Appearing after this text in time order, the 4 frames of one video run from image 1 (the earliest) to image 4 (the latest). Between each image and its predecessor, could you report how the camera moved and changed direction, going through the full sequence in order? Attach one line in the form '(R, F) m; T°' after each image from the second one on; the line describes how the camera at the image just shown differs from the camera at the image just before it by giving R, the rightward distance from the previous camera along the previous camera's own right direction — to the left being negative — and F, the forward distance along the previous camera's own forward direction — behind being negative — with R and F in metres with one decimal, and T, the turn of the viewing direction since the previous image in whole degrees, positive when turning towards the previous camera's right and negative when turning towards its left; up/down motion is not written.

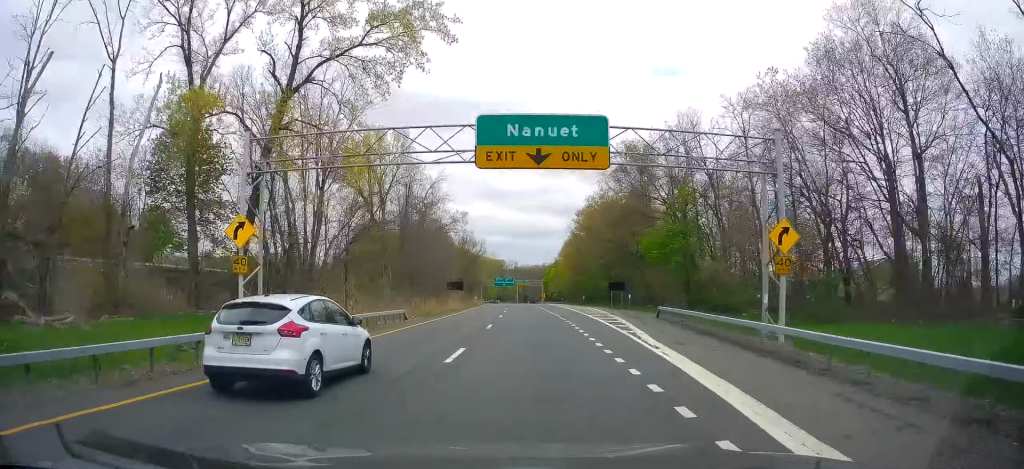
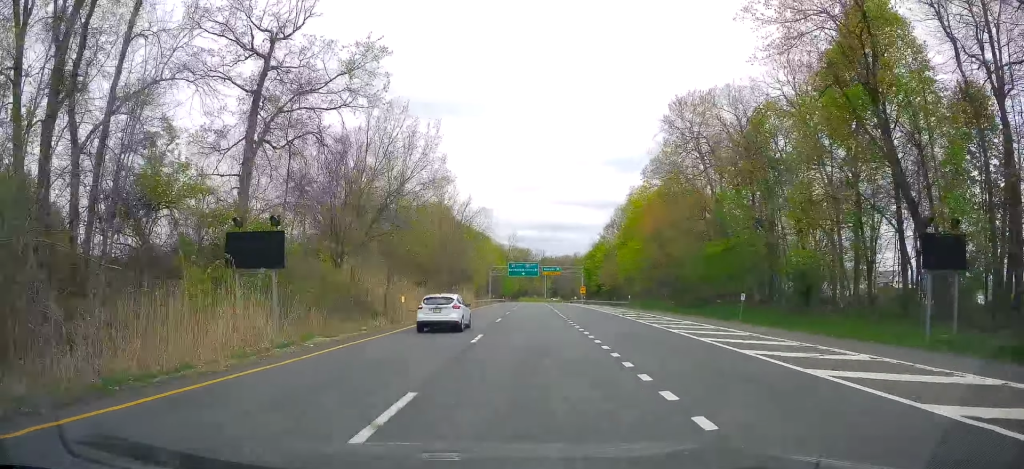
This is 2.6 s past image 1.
(-1.9, +68.6) m; -2°
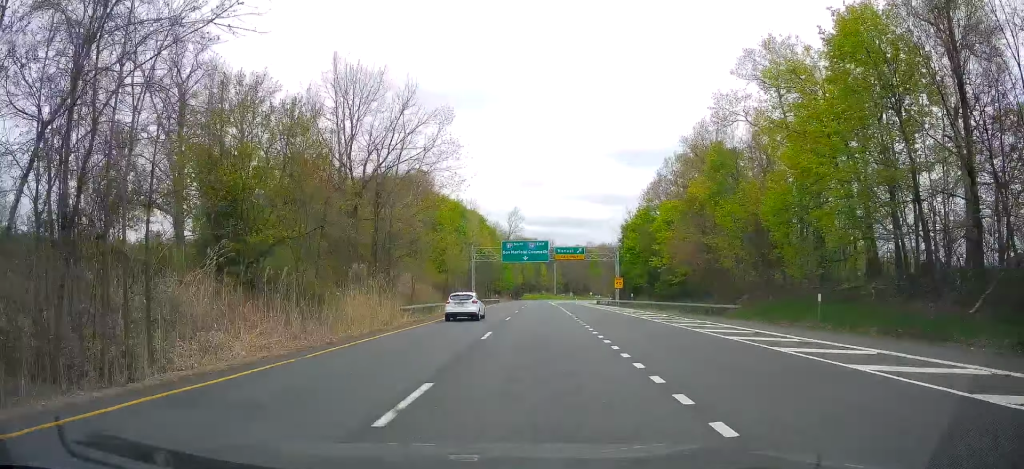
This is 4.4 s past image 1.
(-1.0, +48.3) m; -2°
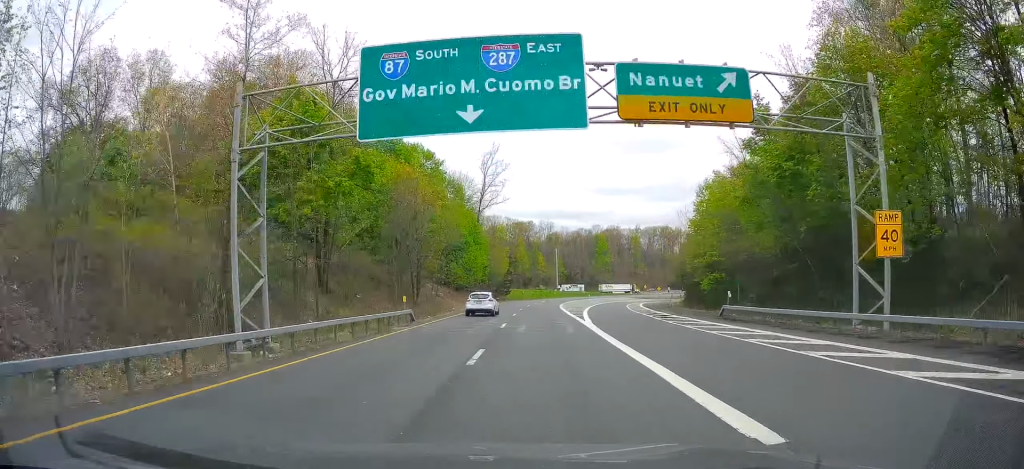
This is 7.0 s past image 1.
(+0.1, +68.0) m; 0°
